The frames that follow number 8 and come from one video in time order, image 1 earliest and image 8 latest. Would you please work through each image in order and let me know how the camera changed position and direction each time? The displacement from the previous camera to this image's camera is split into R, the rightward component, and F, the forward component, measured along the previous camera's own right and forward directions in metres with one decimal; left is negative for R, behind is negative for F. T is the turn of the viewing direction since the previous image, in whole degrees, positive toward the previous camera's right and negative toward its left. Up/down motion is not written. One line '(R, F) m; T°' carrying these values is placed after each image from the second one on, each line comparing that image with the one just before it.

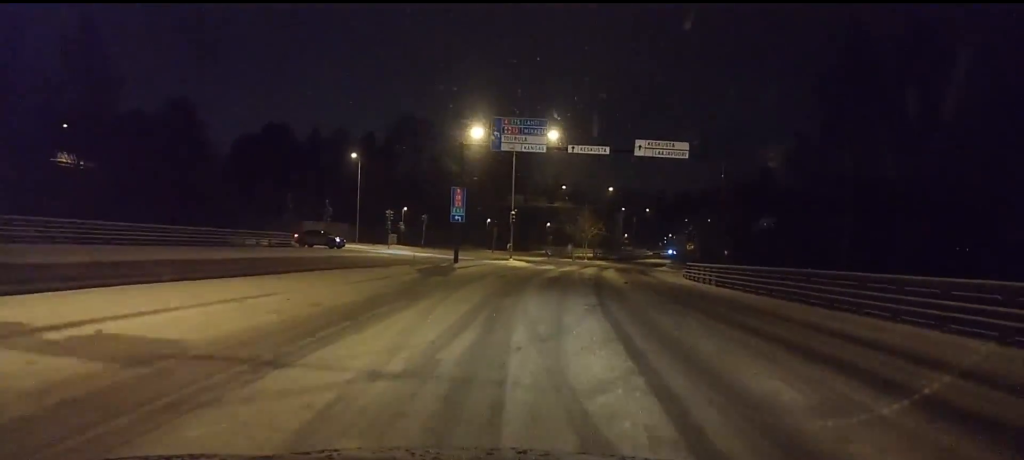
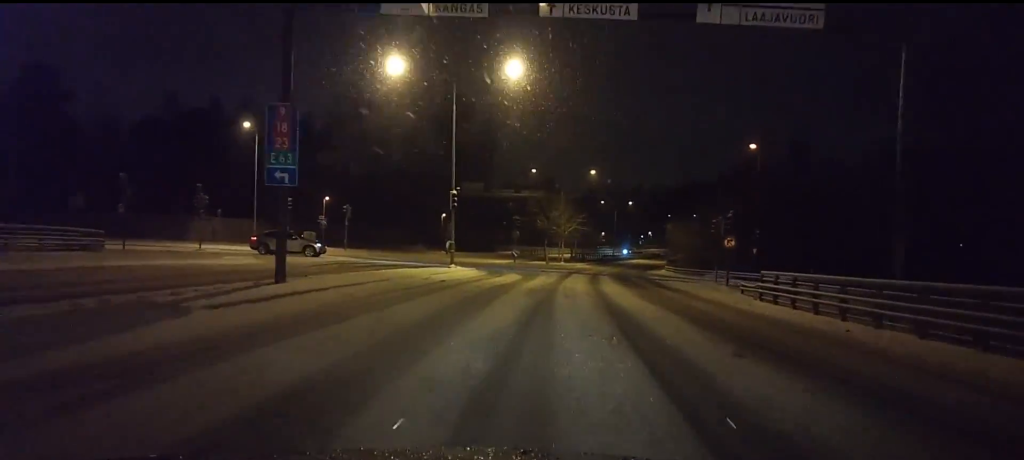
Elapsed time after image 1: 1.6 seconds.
(+0.4, +22.0) m; +2°
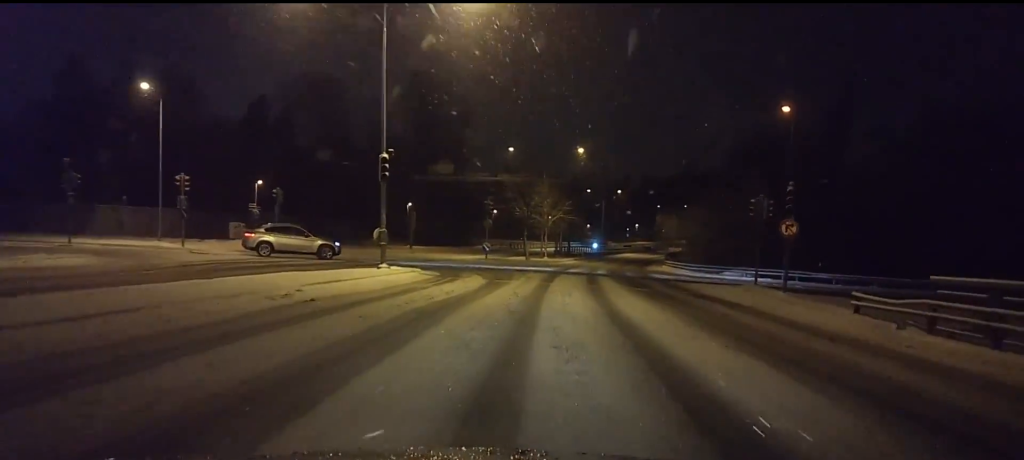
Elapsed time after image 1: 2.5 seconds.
(-0.1, +13.1) m; +1°
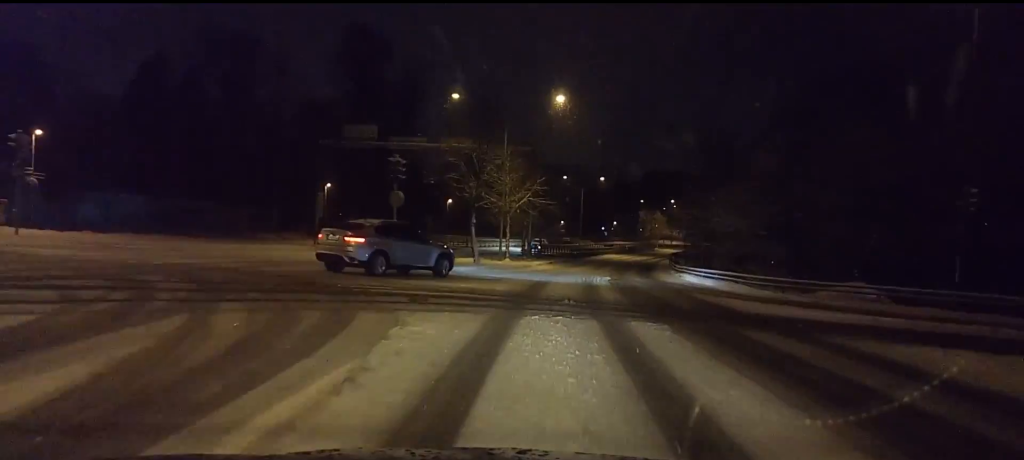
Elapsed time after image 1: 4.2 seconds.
(+0.8, +23.7) m; +1°
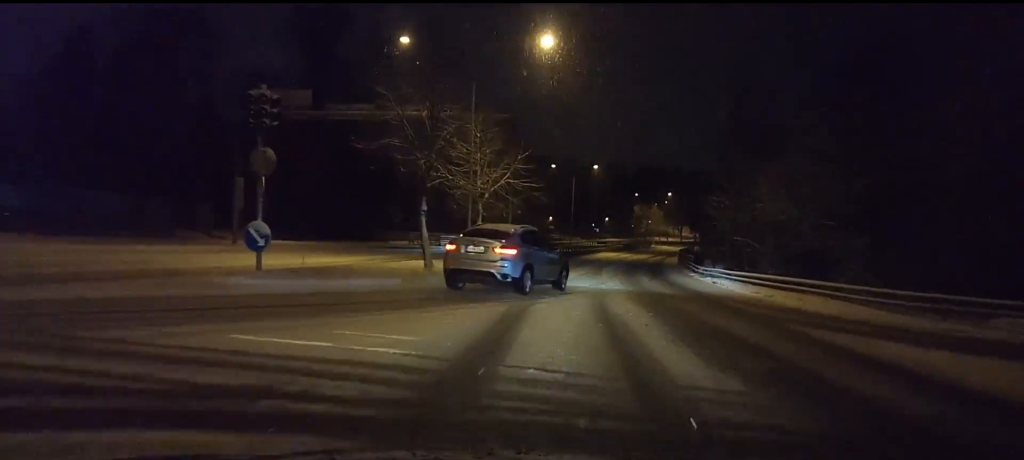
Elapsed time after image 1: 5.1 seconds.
(-0.2, +12.7) m; +1°
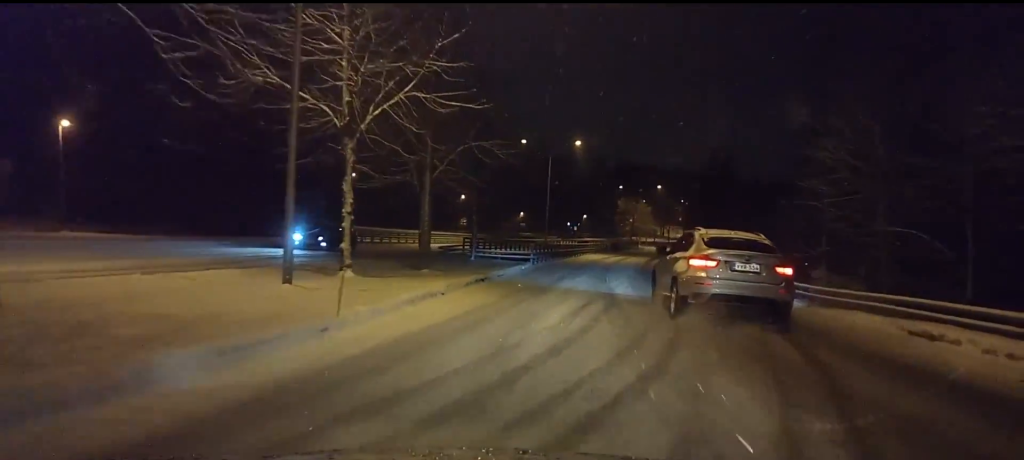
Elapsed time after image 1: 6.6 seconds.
(+0.7, +20.9) m; +3°
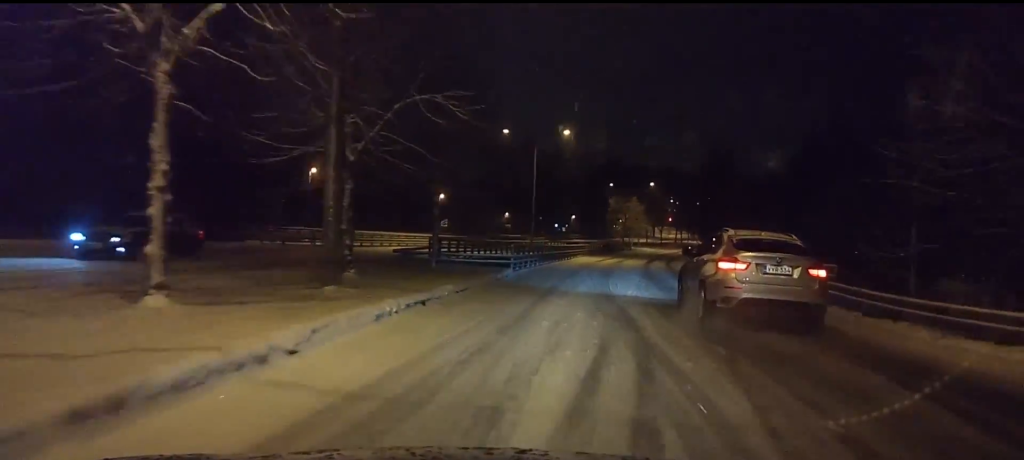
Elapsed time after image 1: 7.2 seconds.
(0.0, +7.8) m; +1°
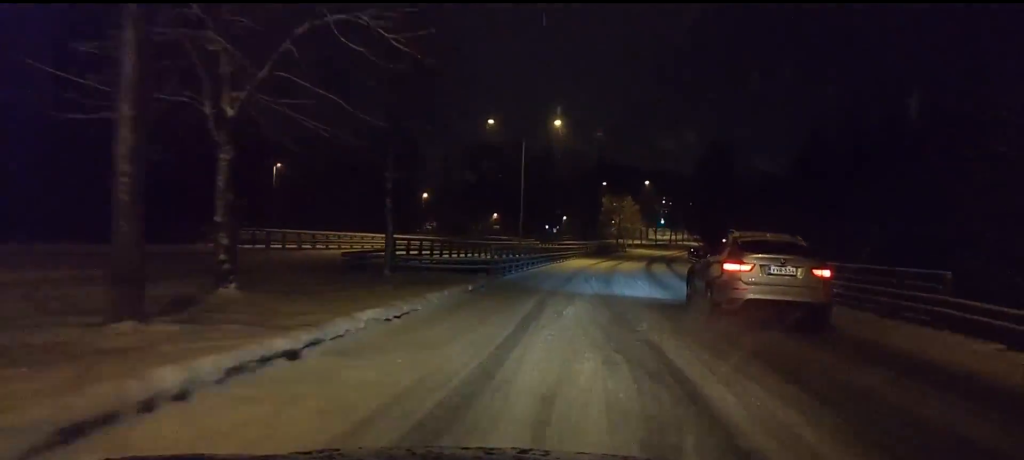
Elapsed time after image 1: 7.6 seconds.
(0.0, +5.9) m; 0°
